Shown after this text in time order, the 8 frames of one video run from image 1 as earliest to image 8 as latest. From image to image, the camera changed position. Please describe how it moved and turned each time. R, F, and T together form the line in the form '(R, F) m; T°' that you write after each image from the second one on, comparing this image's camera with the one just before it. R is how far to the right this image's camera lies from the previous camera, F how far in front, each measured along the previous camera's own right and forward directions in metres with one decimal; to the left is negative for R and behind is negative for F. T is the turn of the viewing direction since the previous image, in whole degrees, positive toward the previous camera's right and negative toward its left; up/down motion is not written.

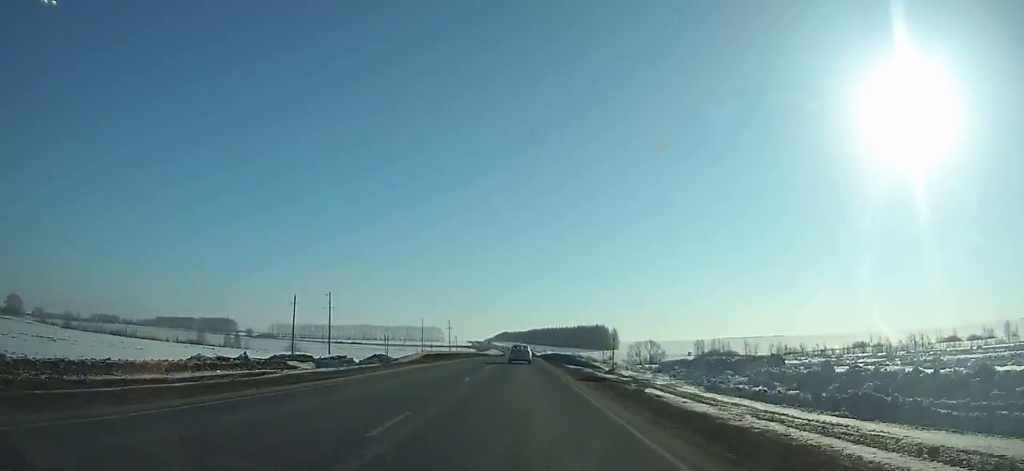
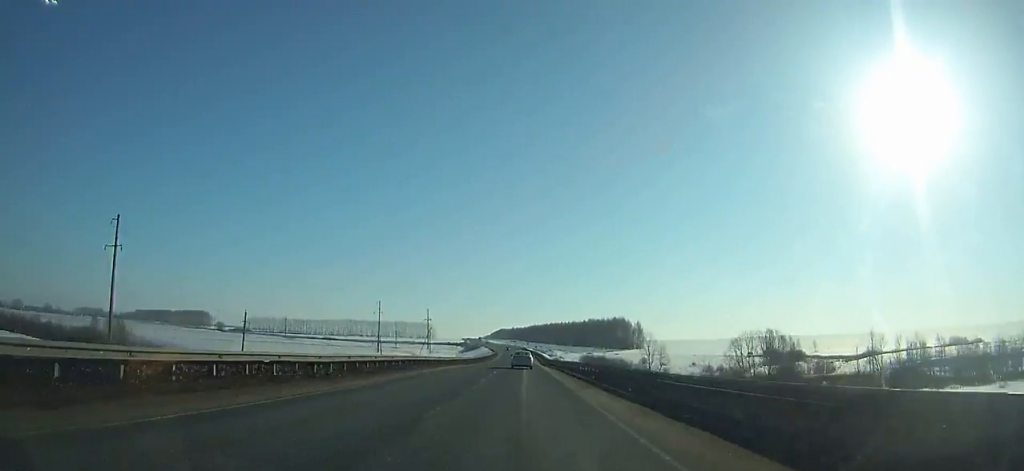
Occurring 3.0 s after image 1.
(-0.1, +81.9) m; 0°
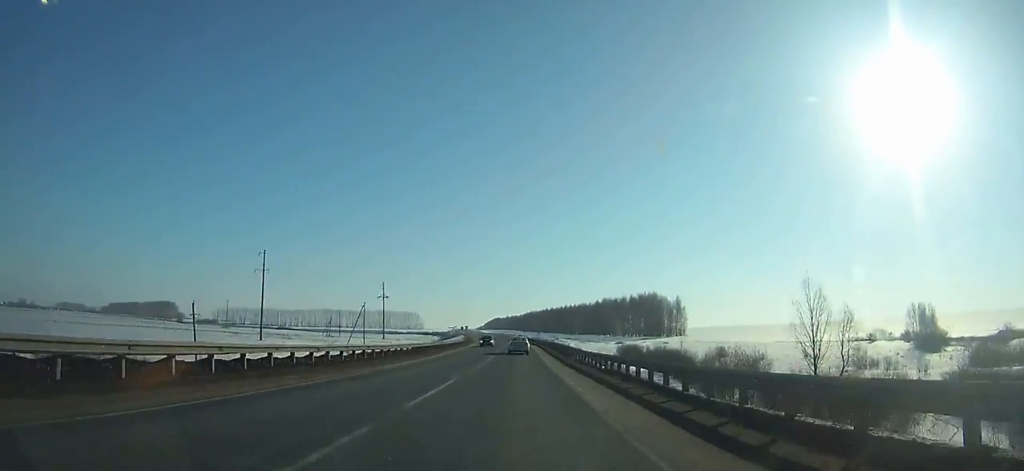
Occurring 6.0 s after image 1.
(+0.4, +83.1) m; 0°
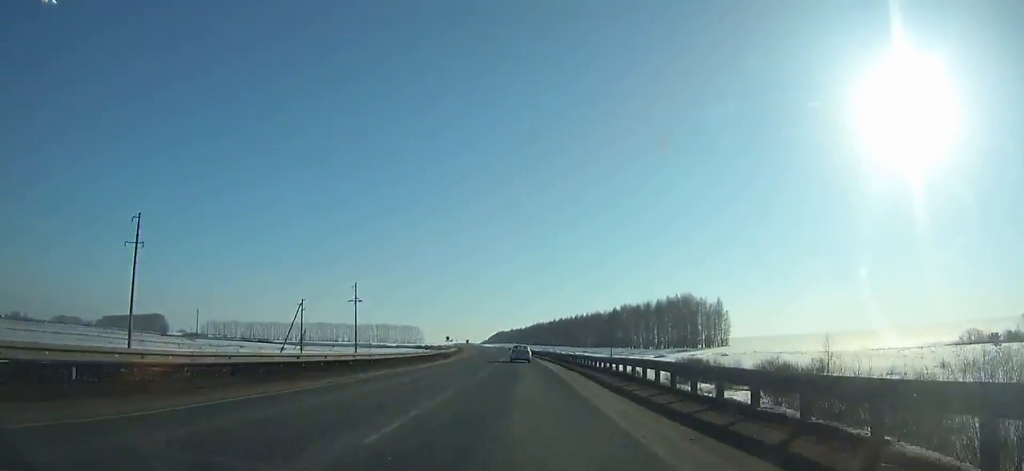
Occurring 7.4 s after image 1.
(-0.2, +39.0) m; -1°
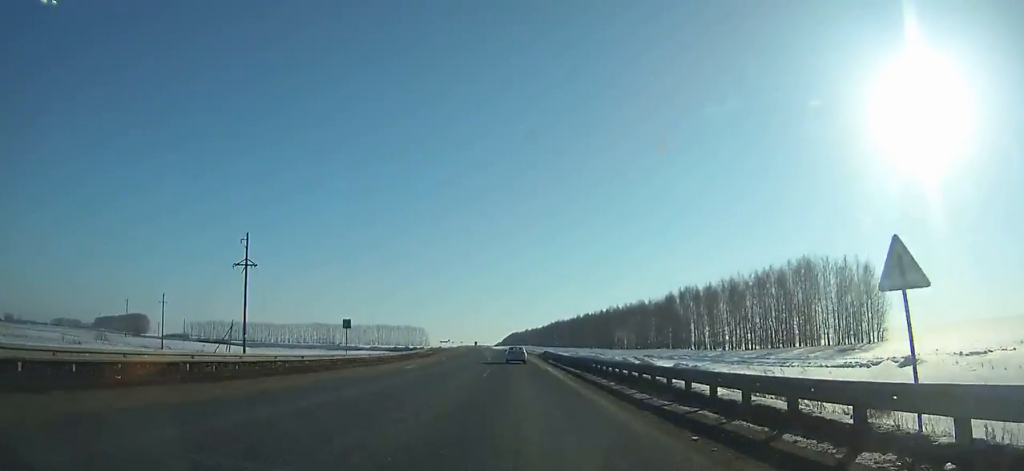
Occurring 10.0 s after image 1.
(-0.8, +72.3) m; -2°
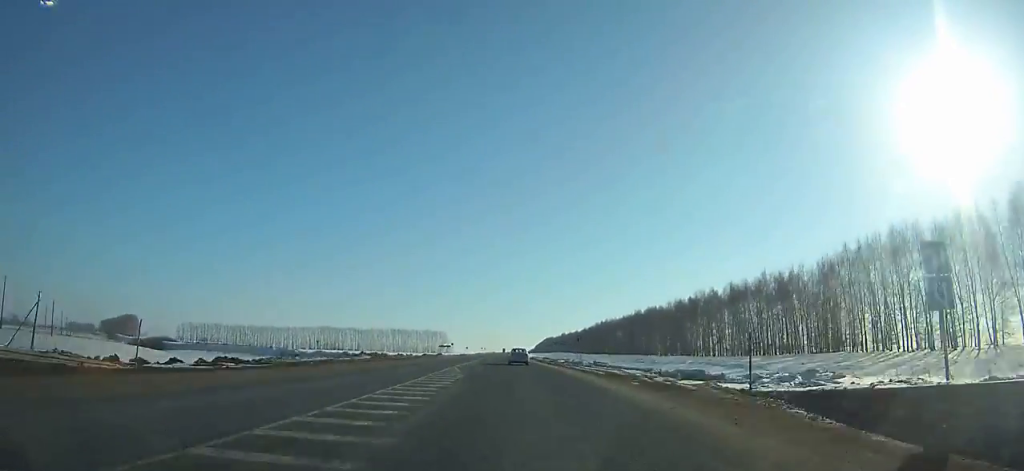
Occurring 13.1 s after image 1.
(-2.4, +85.9) m; -3°
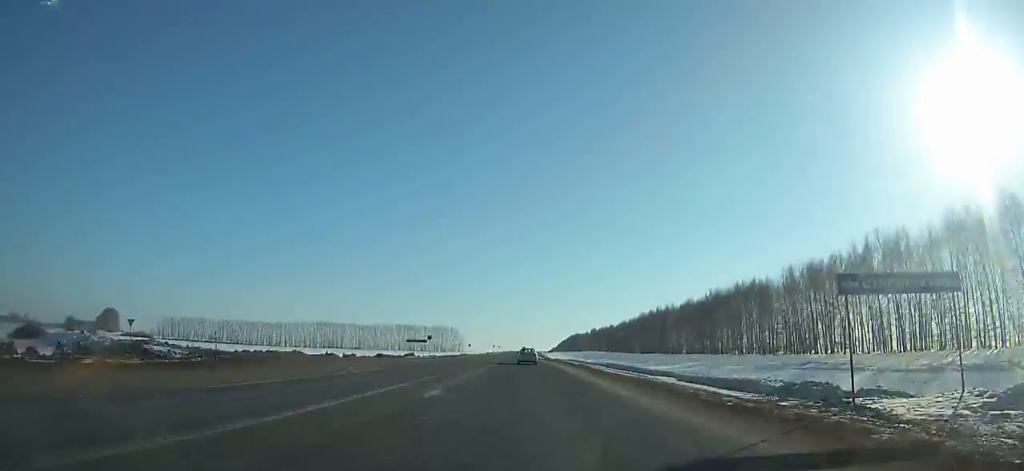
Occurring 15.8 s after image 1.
(-1.5, +74.2) m; -2°
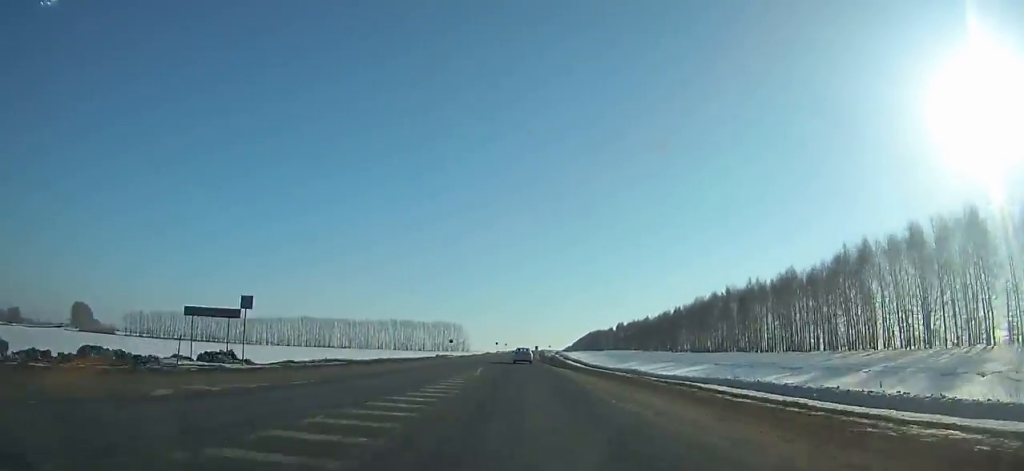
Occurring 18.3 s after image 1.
(-0.7, +68.4) m; 0°
